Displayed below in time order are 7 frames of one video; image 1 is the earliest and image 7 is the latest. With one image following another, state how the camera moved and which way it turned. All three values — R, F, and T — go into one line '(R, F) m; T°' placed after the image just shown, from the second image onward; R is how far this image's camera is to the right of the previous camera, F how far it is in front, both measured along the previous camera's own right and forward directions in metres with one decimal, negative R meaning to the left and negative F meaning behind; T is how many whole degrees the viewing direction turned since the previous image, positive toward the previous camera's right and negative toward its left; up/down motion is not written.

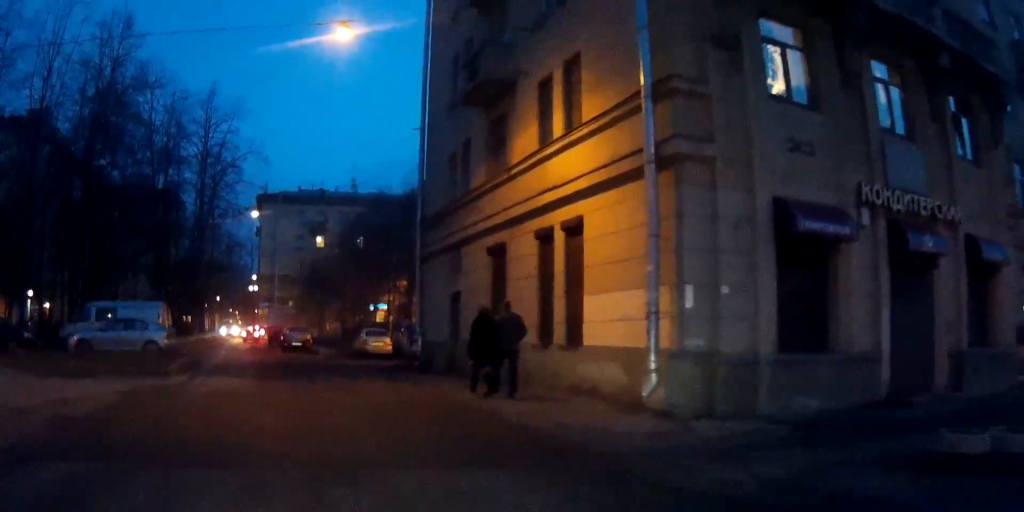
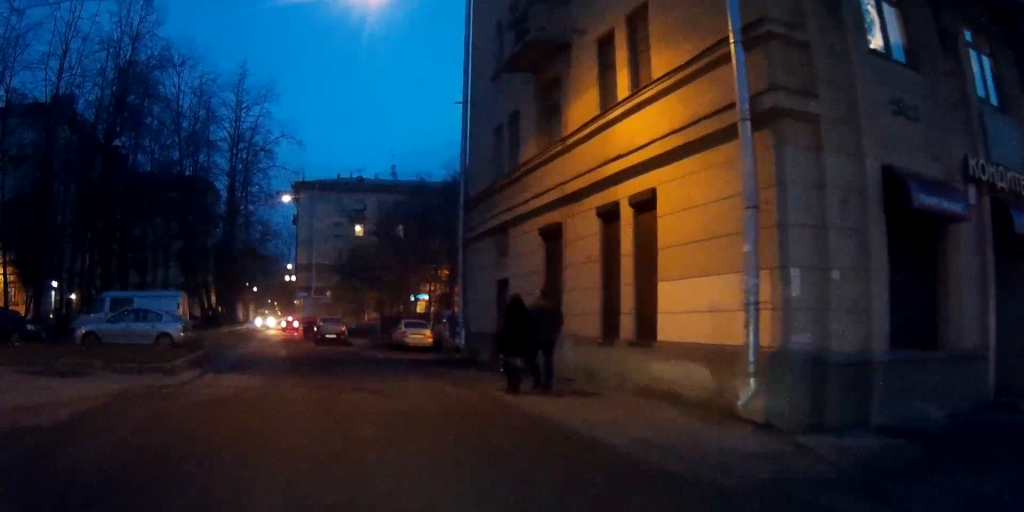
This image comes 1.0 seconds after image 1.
(-0.1, +2.2) m; -3°
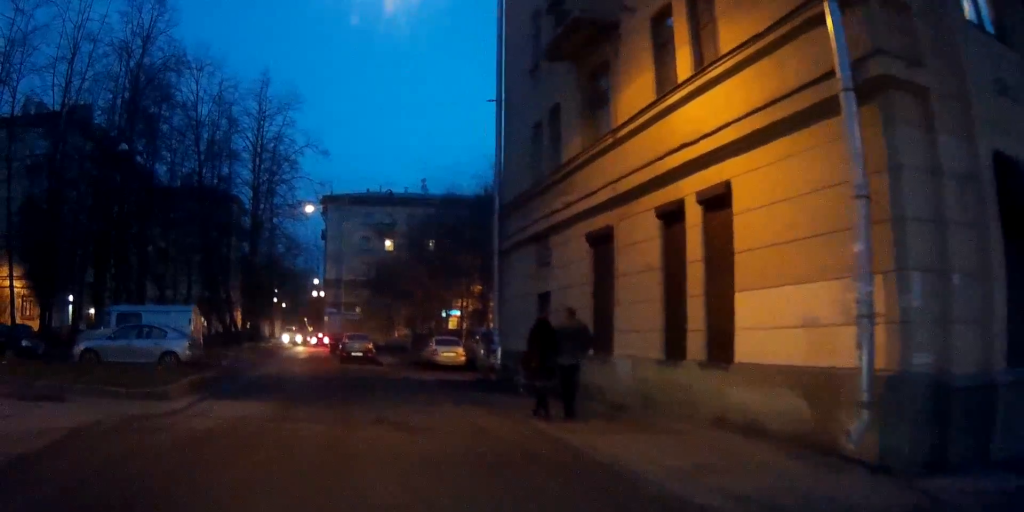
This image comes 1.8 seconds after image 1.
(0.0, +2.1) m; -2°
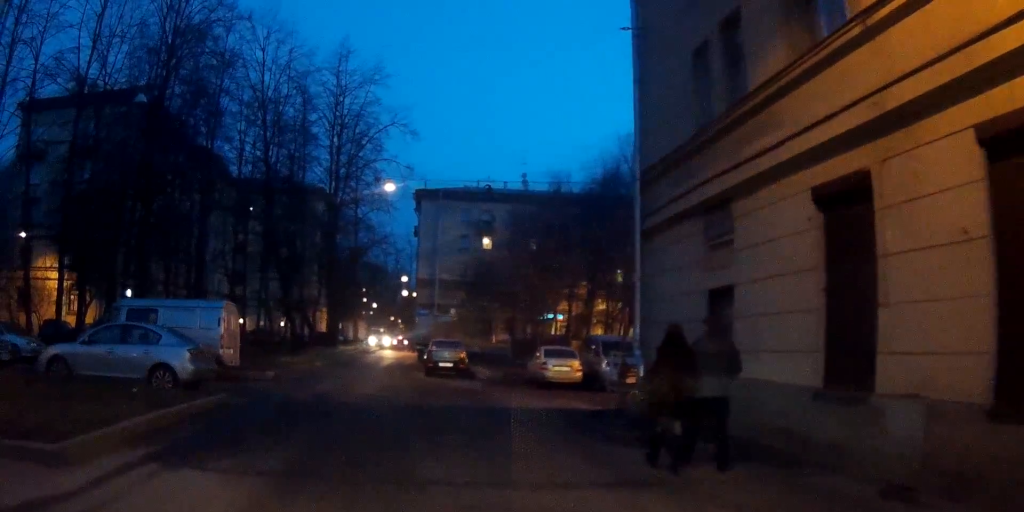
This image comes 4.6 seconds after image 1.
(-0.5, +6.5) m; -8°
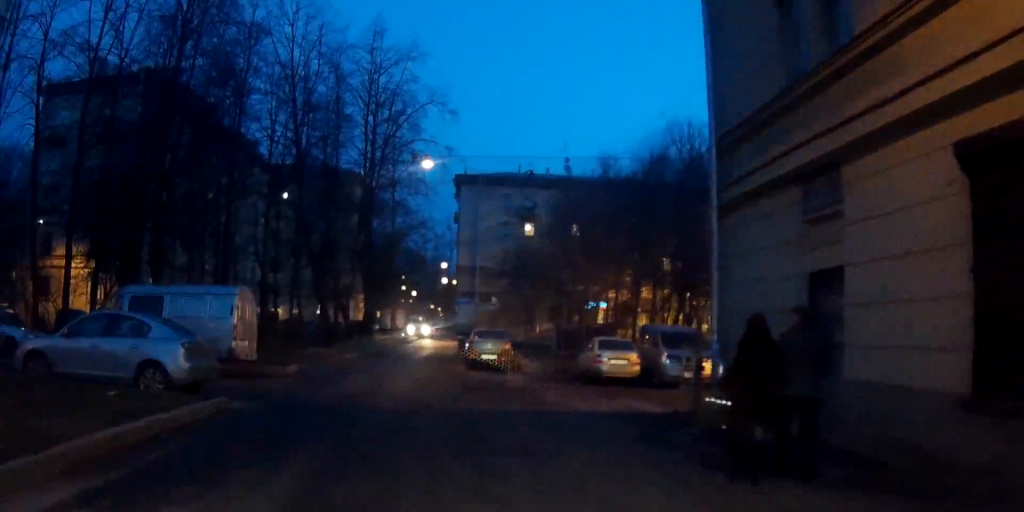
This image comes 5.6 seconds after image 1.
(0.0, +2.5) m; -3°
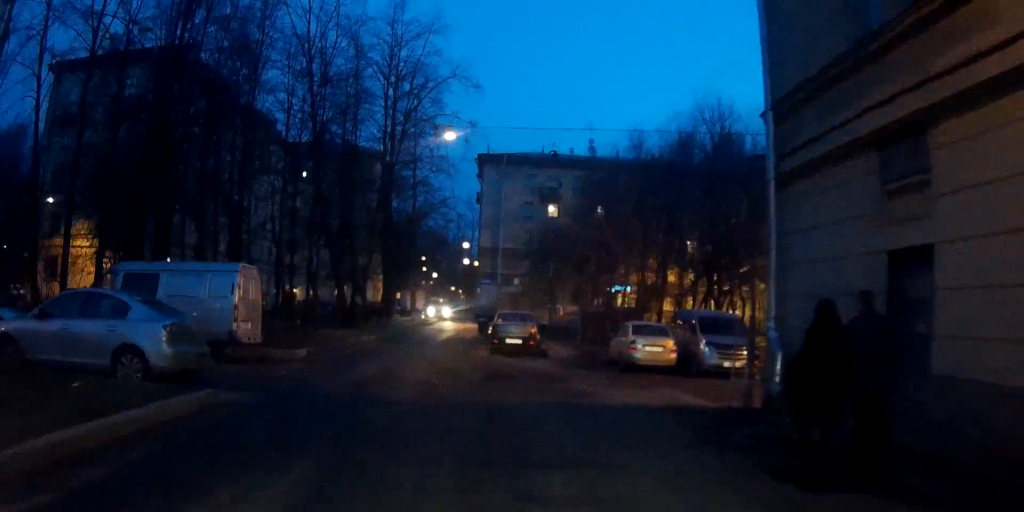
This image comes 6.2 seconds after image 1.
(0.0, +1.6) m; -2°
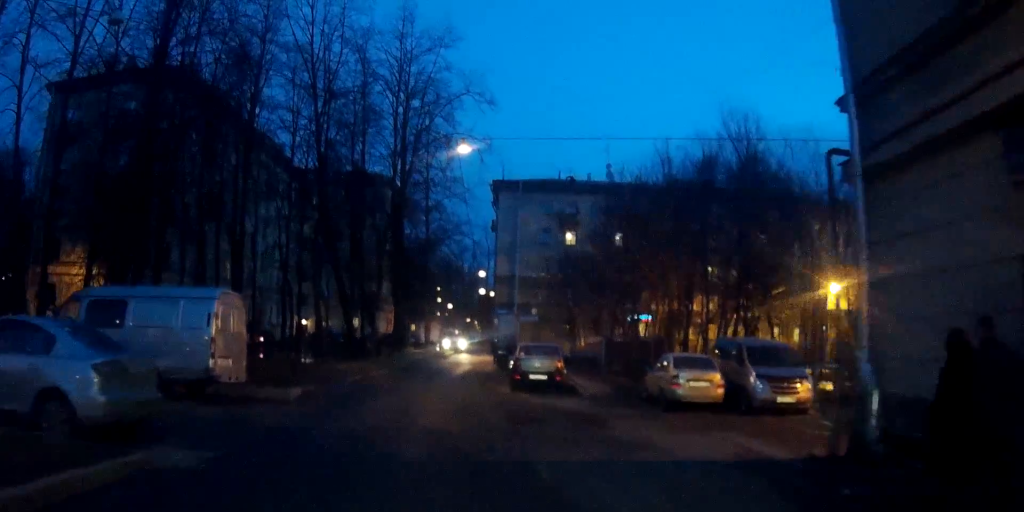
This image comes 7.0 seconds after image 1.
(-0.2, +2.4) m; -2°
